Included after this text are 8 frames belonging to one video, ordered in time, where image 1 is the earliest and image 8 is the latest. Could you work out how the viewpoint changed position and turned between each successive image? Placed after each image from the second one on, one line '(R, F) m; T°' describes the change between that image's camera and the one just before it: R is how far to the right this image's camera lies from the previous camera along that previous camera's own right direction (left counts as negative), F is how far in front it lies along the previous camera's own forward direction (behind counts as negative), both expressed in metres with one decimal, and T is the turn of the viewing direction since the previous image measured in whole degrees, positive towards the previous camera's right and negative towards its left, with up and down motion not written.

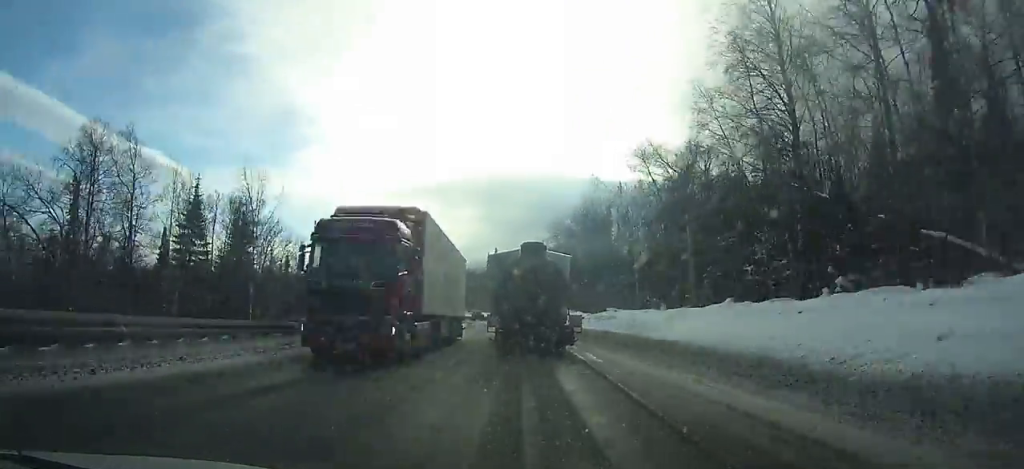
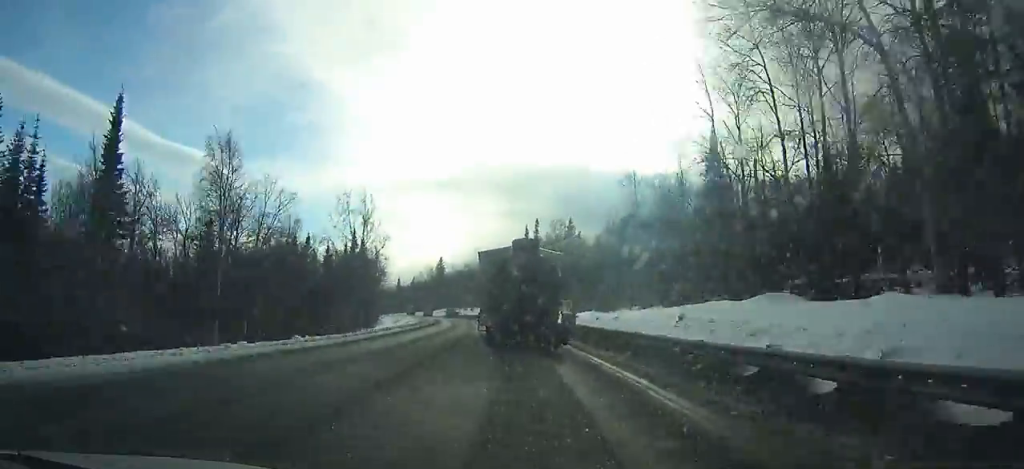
(-2.3, +64.5) m; -5°
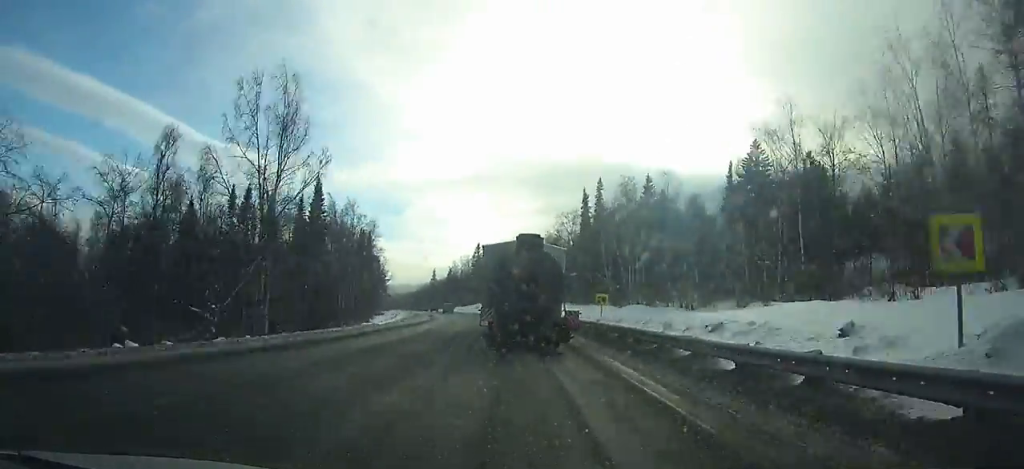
(-1.6, +44.6) m; -5°
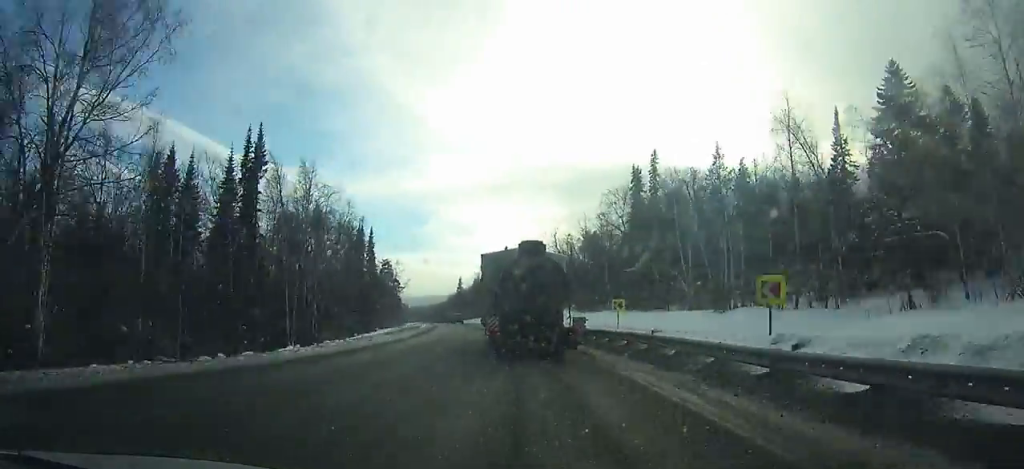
(+0.2, +24.2) m; -3°
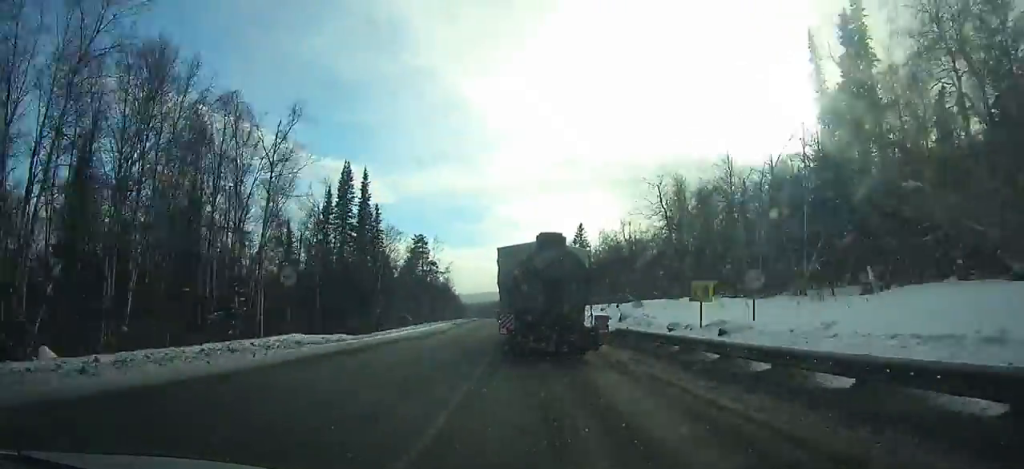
(-3.0, +43.5) m; -5°
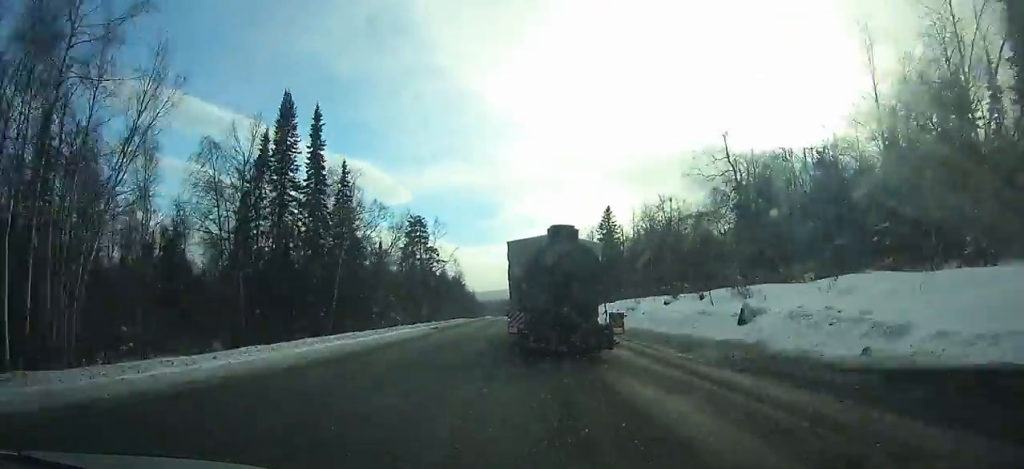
(-0.4, +20.9) m; -2°
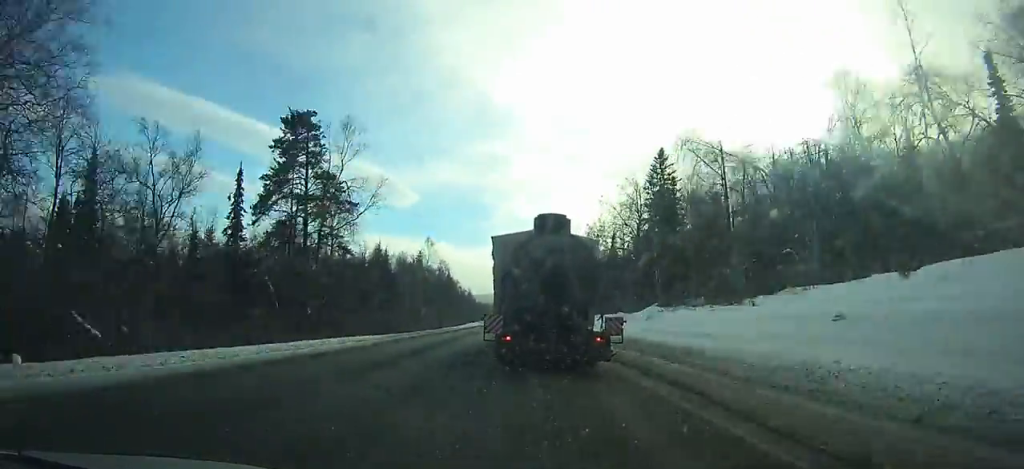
(-1.1, +51.9) m; -2°
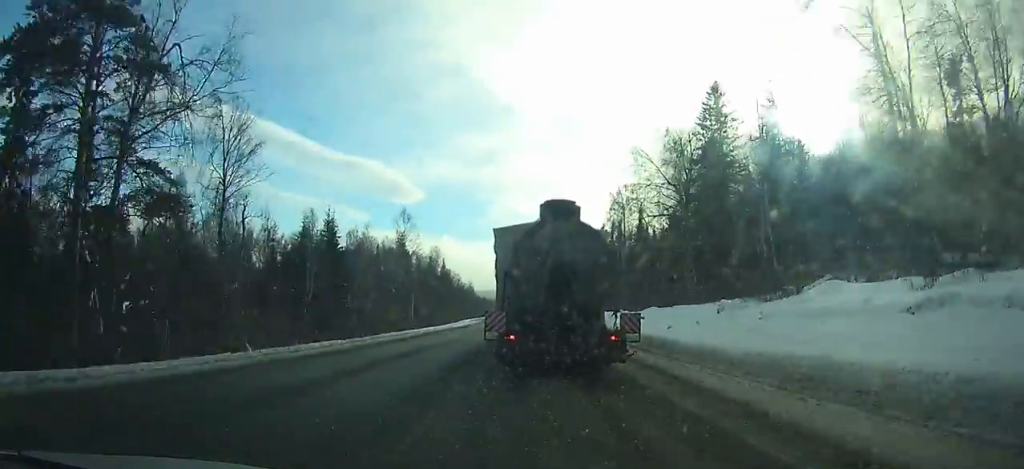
(-0.2, +25.3) m; 0°
